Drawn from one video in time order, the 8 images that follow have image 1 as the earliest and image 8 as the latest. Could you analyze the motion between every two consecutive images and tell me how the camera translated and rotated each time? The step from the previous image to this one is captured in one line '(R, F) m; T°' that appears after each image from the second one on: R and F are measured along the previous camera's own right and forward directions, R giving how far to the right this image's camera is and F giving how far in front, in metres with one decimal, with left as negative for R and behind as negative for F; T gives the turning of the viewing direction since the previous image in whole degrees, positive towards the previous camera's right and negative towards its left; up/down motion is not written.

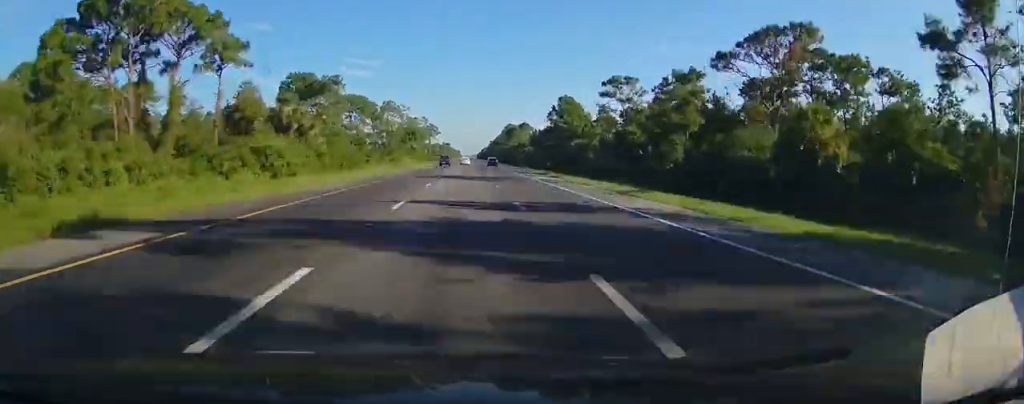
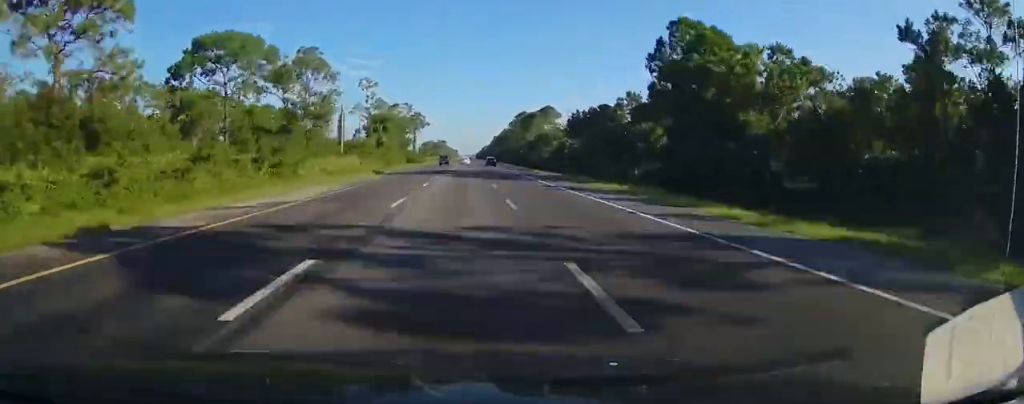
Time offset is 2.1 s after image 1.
(+0.5, +72.9) m; 0°
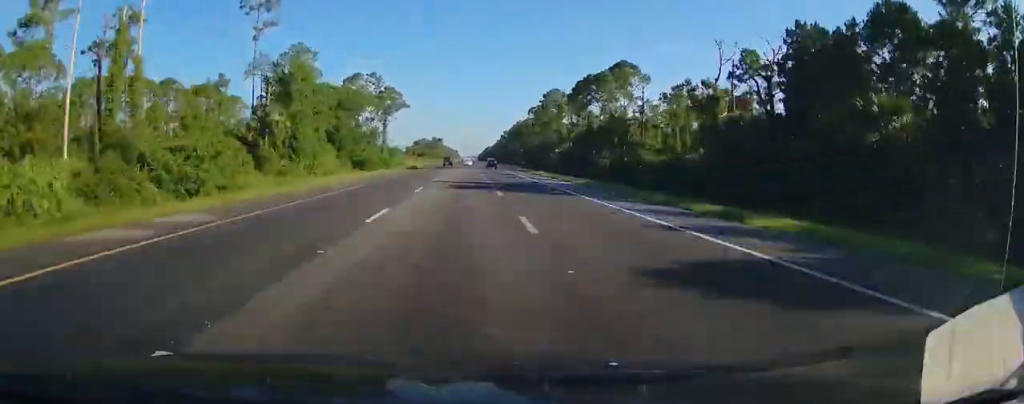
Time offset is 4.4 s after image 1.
(-0.7, +77.4) m; 0°
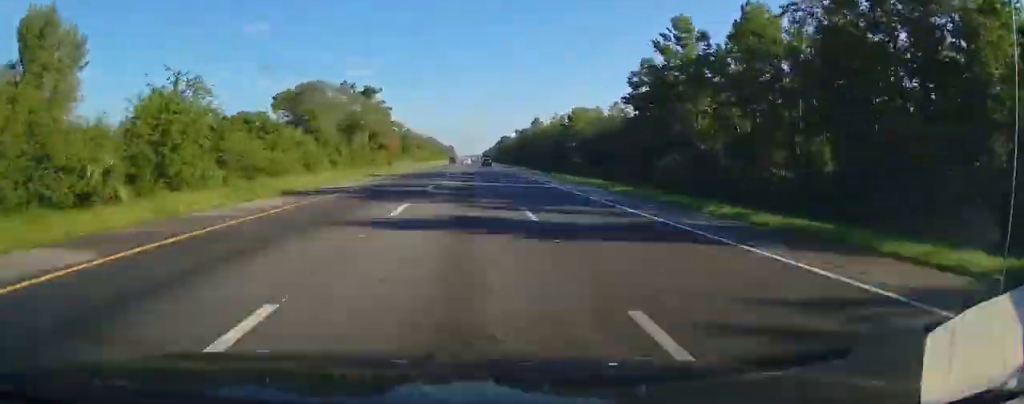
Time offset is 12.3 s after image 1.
(+0.3, +270.0) m; 0°
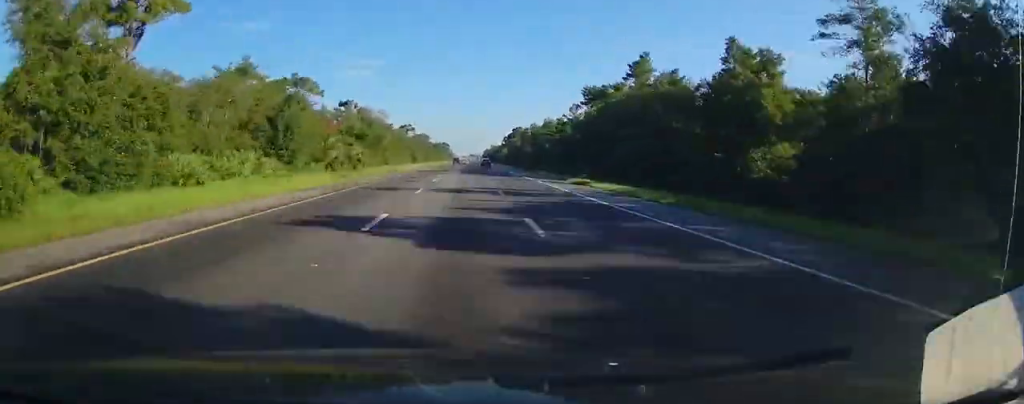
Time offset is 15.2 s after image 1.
(+0.2, +101.5) m; 0°
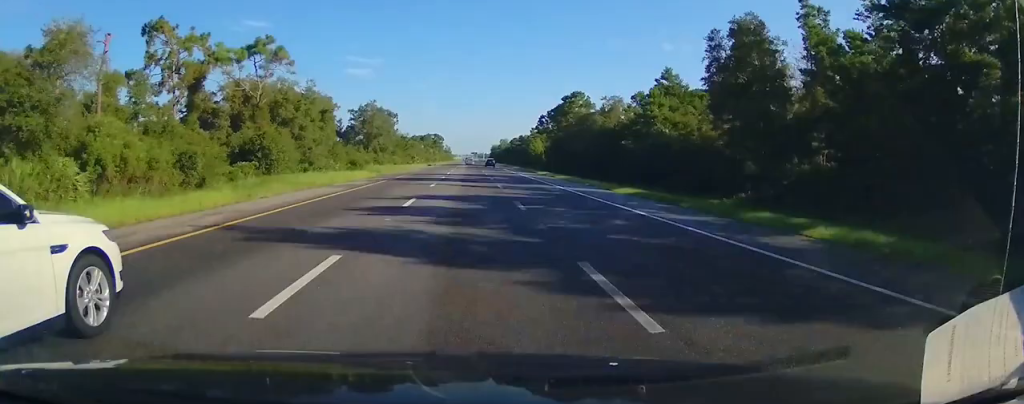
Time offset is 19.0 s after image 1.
(-0.1, +129.8) m; 0°
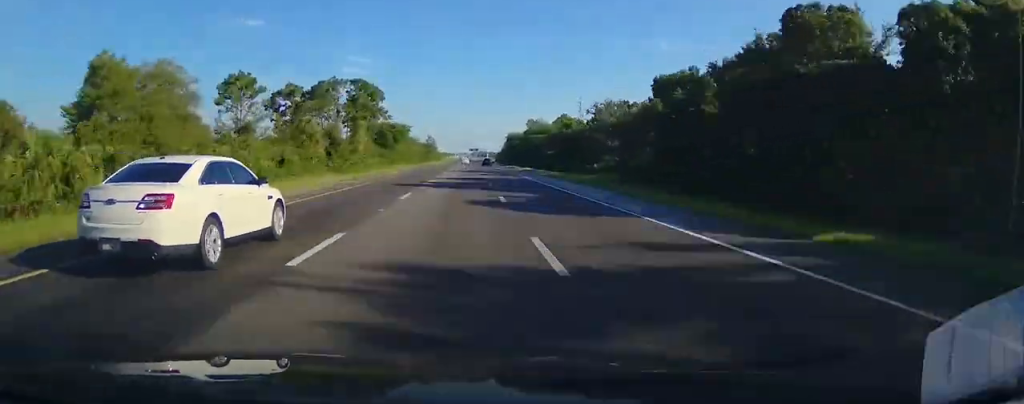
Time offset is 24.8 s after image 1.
(+0.1, +205.5) m; 0°
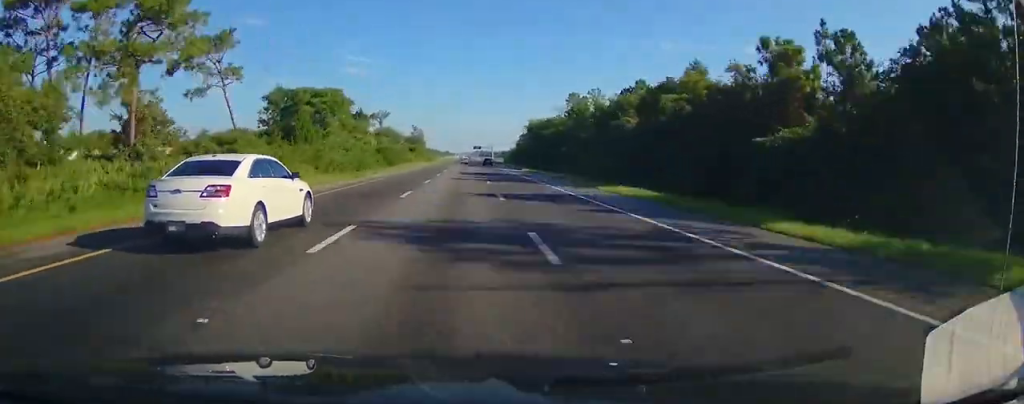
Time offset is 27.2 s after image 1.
(+0.1, +84.4) m; 0°
